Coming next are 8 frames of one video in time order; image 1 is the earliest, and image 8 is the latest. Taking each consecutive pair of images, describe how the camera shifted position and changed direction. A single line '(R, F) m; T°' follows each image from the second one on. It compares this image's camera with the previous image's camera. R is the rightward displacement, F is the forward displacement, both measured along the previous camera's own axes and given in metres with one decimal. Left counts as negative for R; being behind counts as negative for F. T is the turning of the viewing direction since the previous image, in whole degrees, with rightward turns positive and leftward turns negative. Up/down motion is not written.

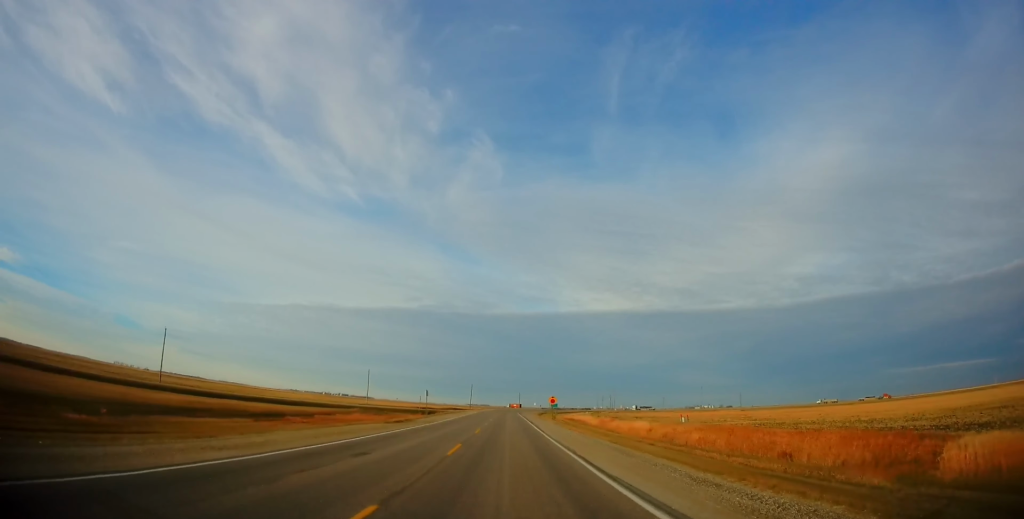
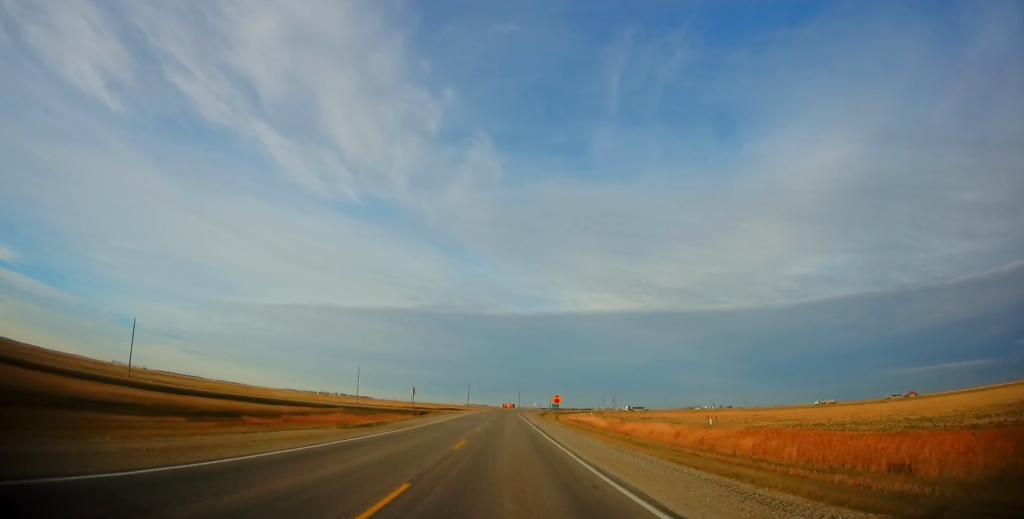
(+0.1, +10.0) m; 0°
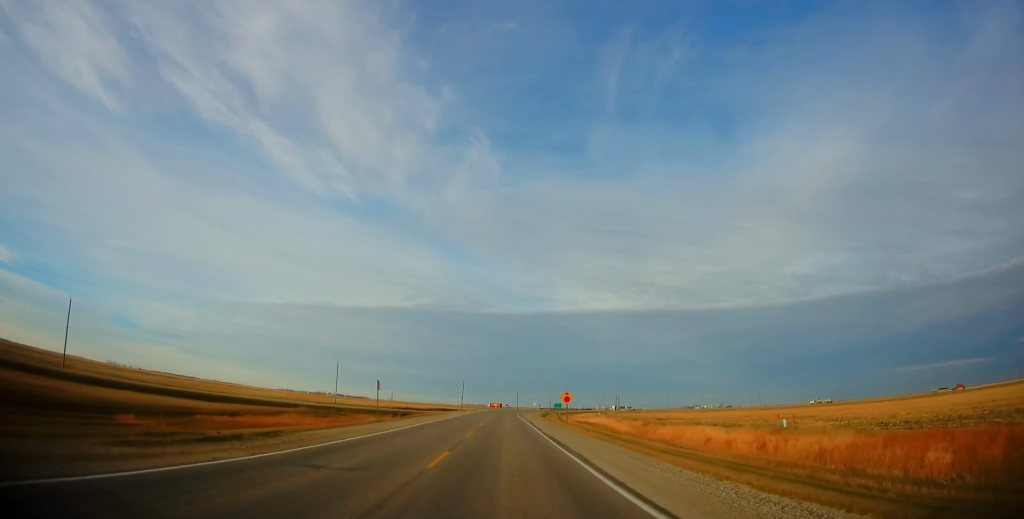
(-0.1, +17.3) m; 0°
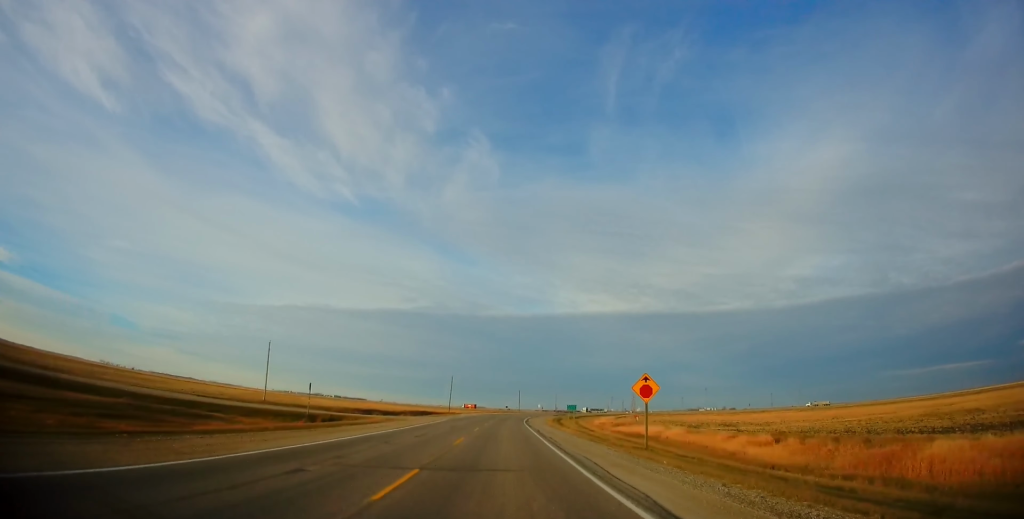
(-0.2, +40.7) m; 0°
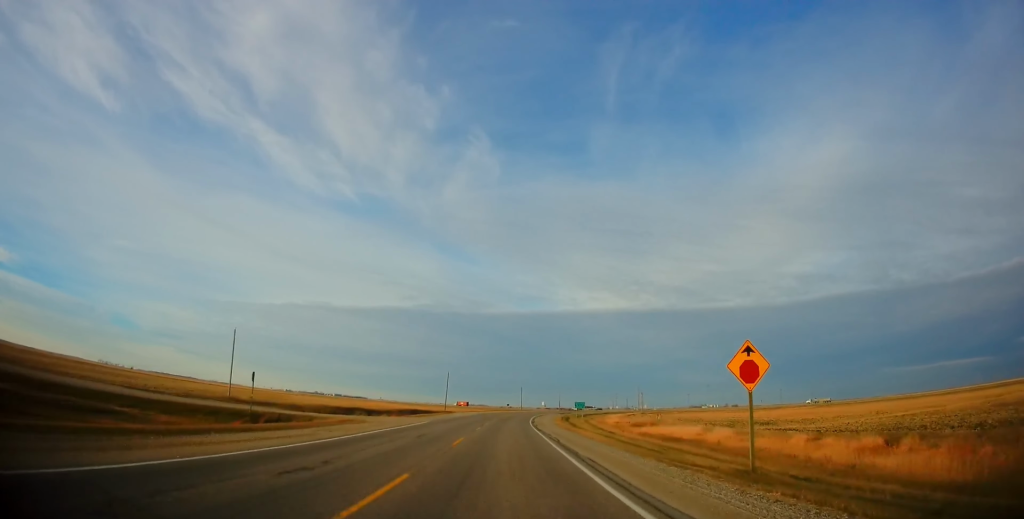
(-0.1, +13.6) m; 0°
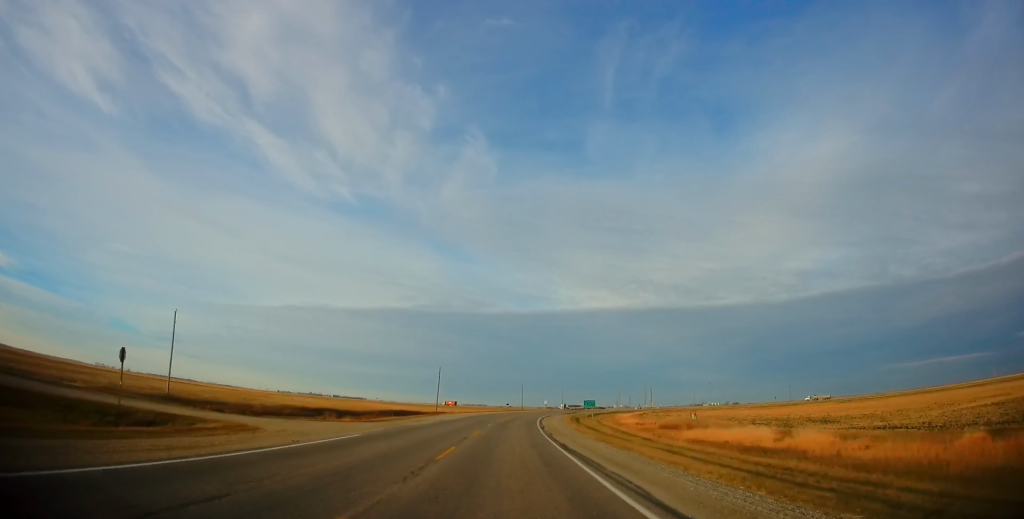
(+0.2, +16.4) m; 0°
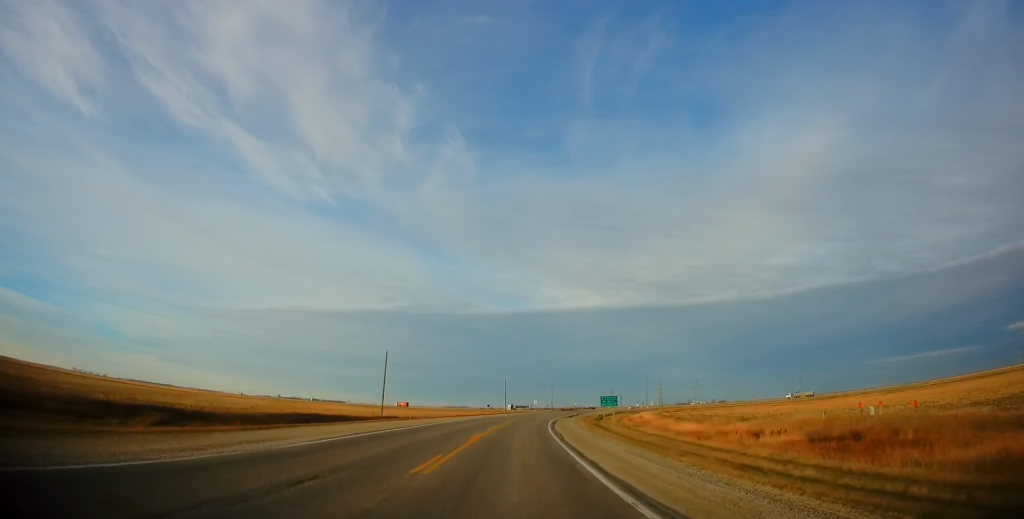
(+0.2, +39.7) m; +2°
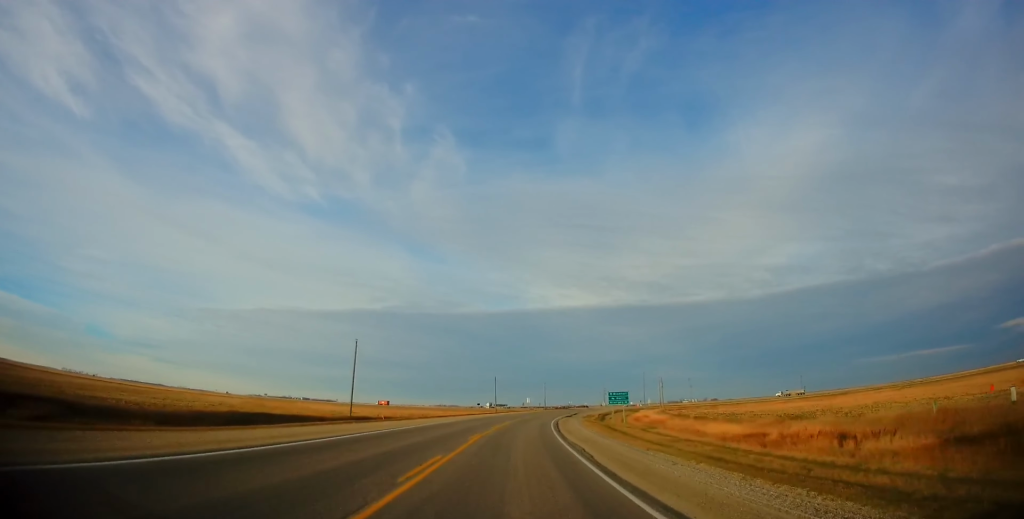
(+0.1, +12.8) m; +1°
